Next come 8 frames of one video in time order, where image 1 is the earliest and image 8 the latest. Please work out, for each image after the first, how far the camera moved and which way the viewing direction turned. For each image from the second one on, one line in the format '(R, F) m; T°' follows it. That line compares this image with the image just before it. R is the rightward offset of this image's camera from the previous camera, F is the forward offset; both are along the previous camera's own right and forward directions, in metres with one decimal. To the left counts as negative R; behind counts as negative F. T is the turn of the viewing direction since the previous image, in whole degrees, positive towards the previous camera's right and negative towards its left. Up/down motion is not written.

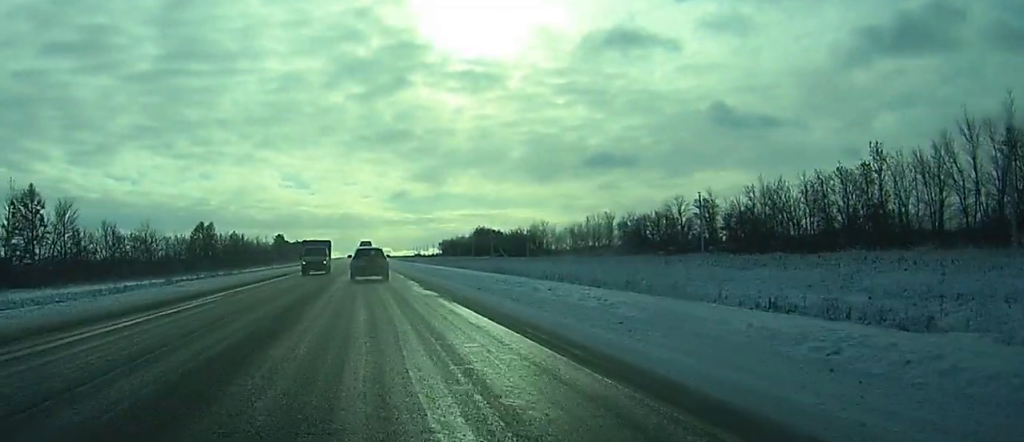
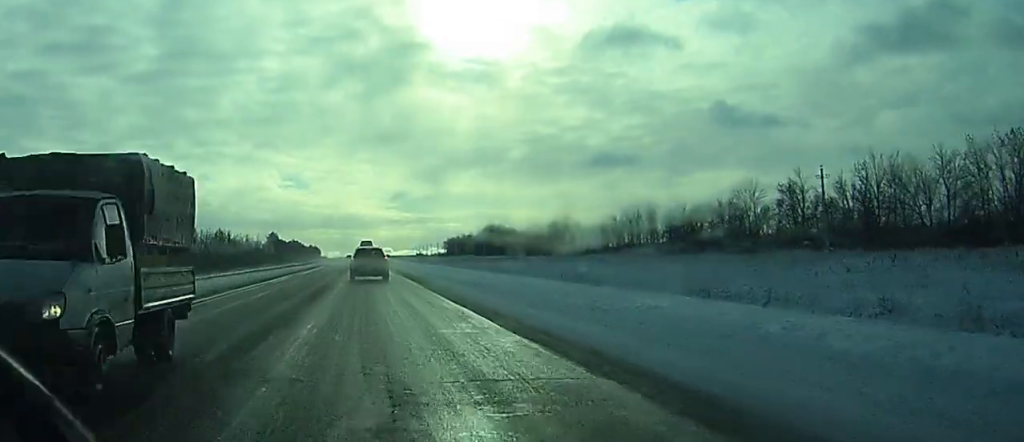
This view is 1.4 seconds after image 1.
(0.0, +34.0) m; 0°
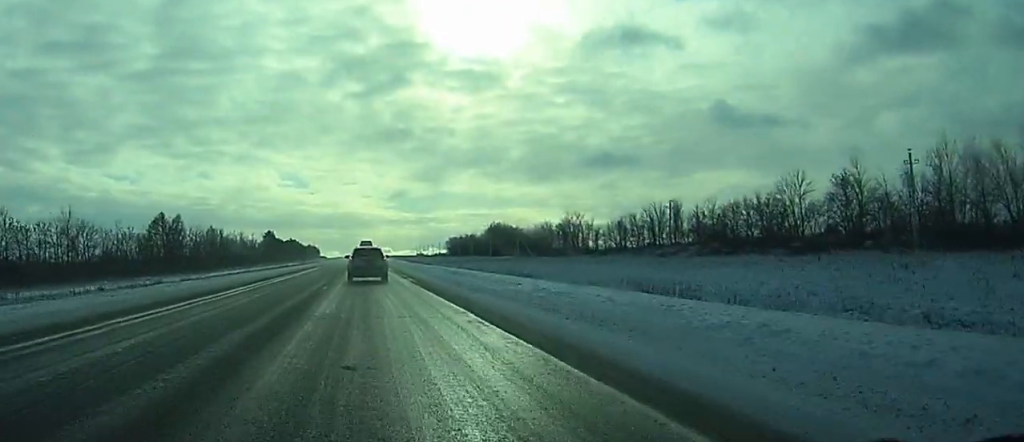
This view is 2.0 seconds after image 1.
(+0.1, +15.7) m; 0°
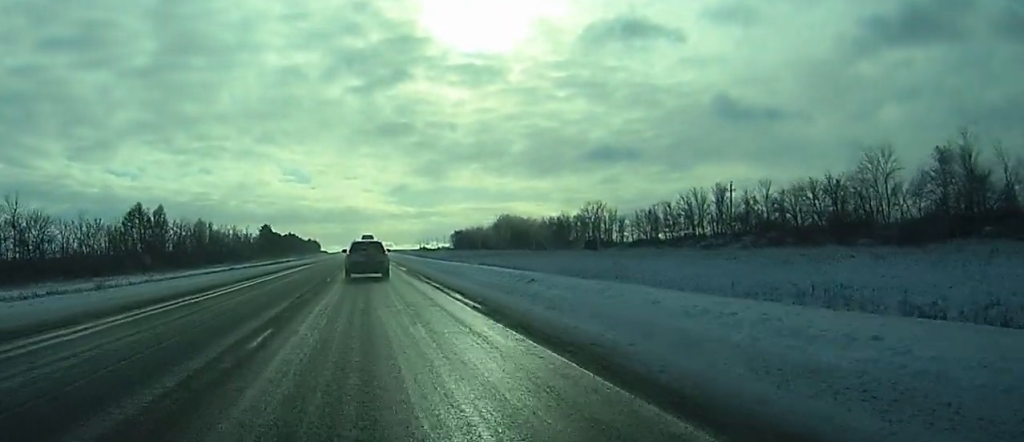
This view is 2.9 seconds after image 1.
(0.0, +22.1) m; 0°
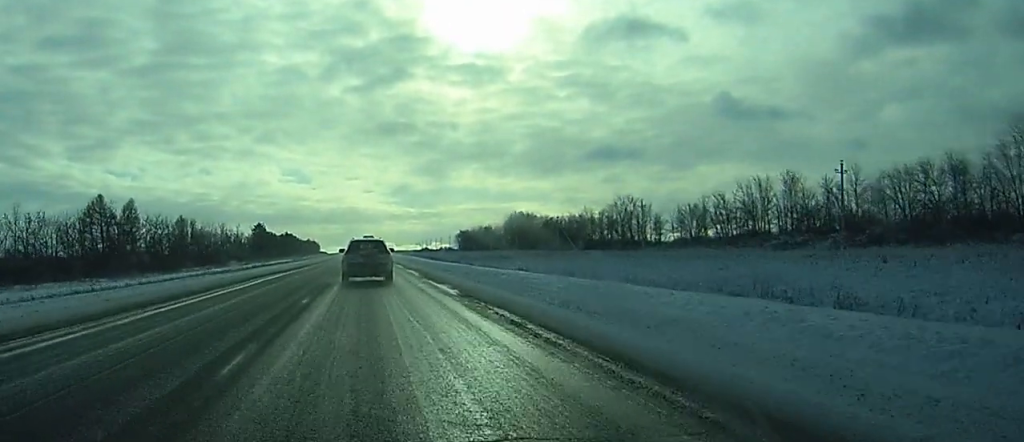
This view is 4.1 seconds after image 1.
(-0.1, +28.5) m; 0°
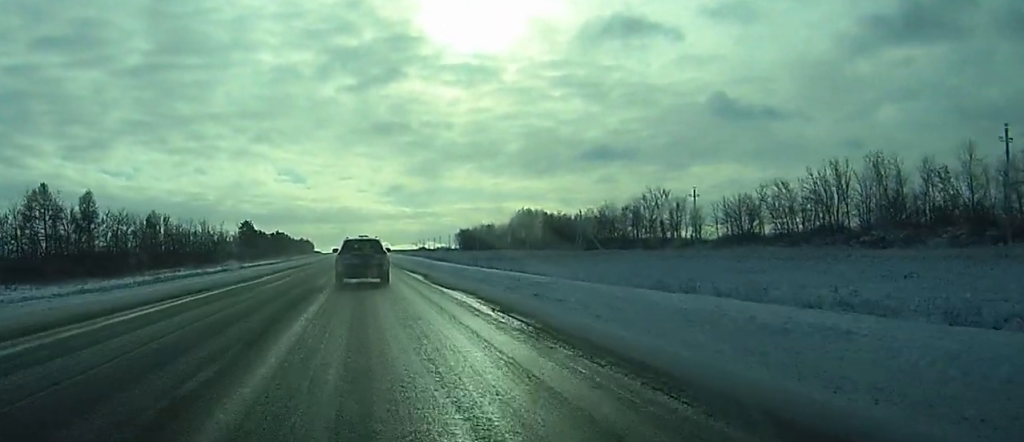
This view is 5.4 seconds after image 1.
(0.0, +28.5) m; 0°
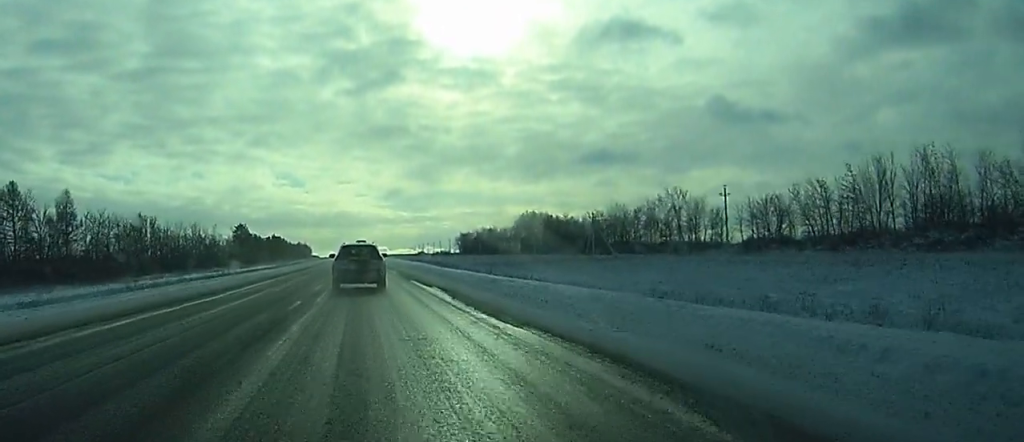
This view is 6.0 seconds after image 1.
(0.0, +12.8) m; 0°
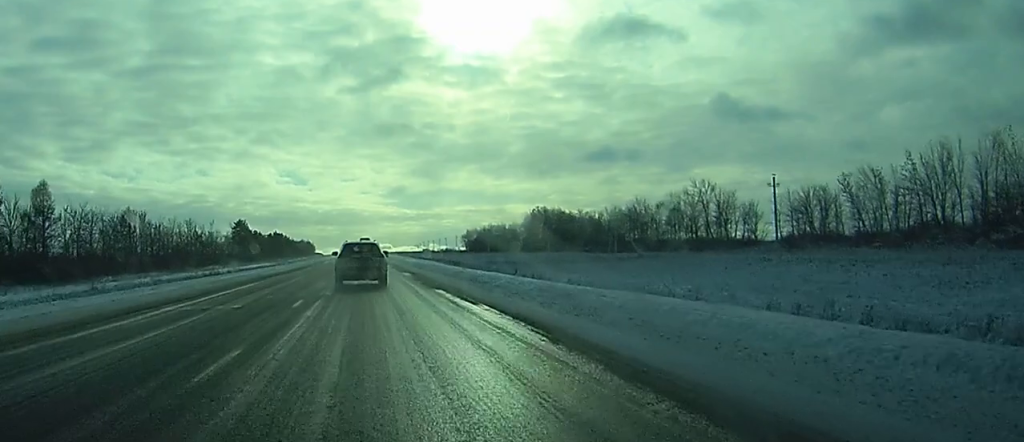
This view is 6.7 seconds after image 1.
(0.0, +14.5) m; 0°
